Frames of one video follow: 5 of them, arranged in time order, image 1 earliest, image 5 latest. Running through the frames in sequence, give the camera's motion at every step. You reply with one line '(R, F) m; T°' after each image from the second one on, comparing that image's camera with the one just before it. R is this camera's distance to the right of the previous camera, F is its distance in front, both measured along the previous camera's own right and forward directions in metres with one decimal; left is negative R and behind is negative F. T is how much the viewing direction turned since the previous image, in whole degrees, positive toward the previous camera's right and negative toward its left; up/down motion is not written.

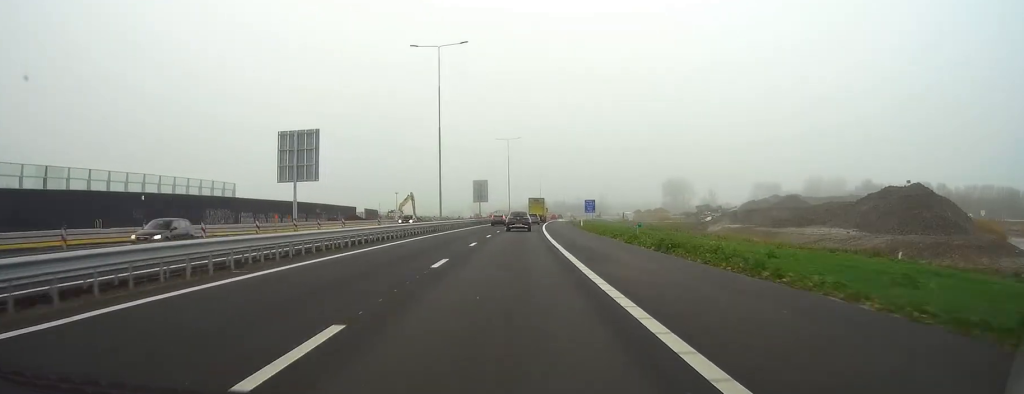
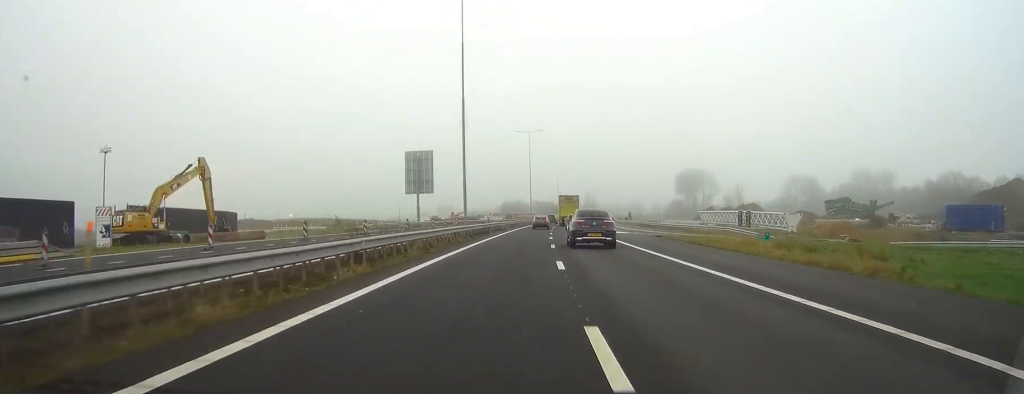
(+1.3, +108.0) m; +2°
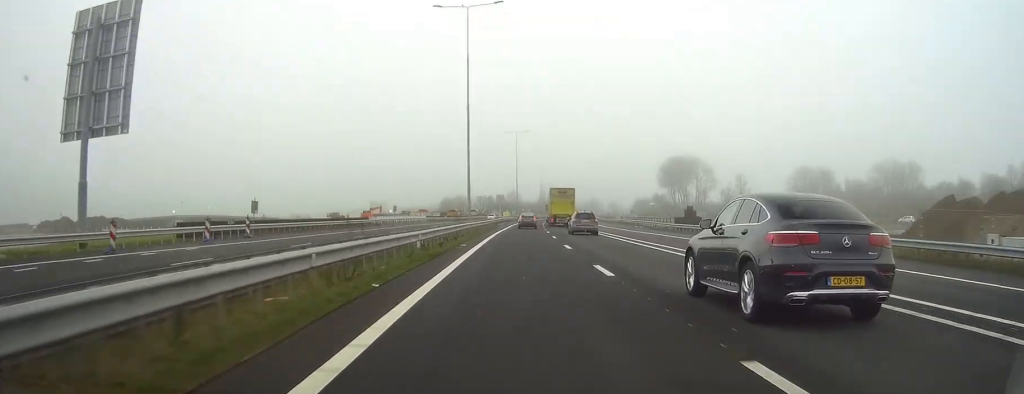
(+2.2, +85.7) m; +3°
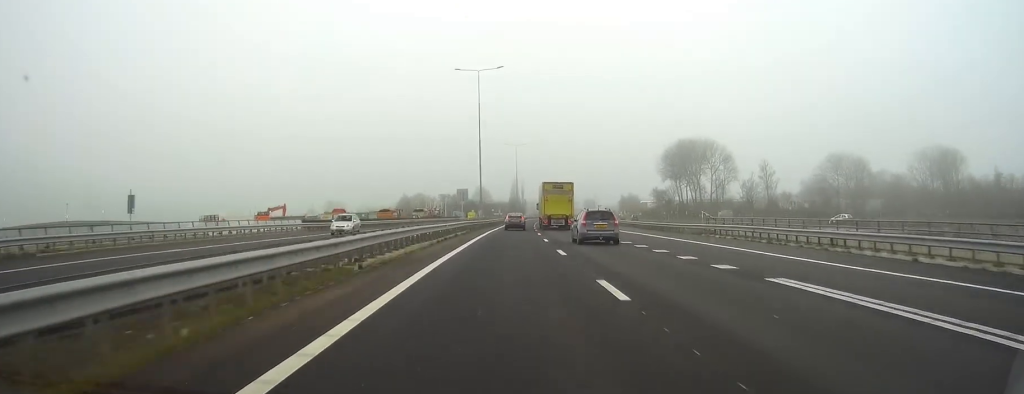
(+1.6, +63.9) m; +3°
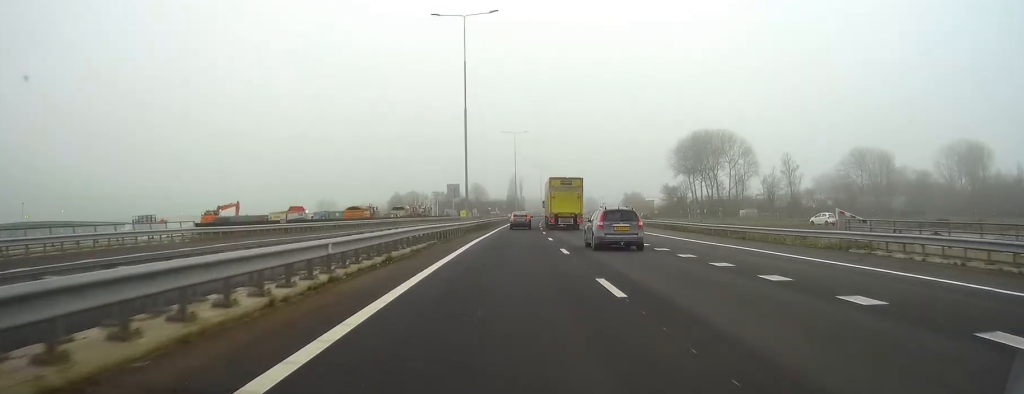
(+0.2, +23.2) m; +1°
